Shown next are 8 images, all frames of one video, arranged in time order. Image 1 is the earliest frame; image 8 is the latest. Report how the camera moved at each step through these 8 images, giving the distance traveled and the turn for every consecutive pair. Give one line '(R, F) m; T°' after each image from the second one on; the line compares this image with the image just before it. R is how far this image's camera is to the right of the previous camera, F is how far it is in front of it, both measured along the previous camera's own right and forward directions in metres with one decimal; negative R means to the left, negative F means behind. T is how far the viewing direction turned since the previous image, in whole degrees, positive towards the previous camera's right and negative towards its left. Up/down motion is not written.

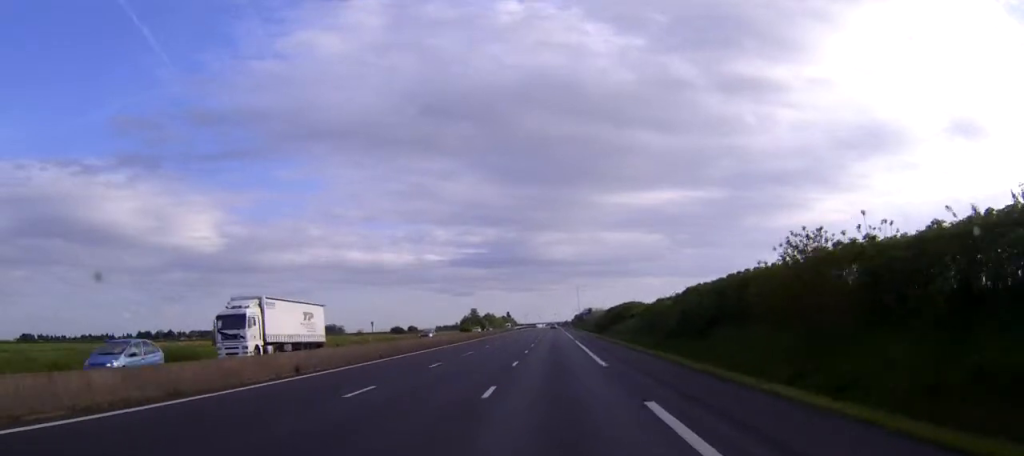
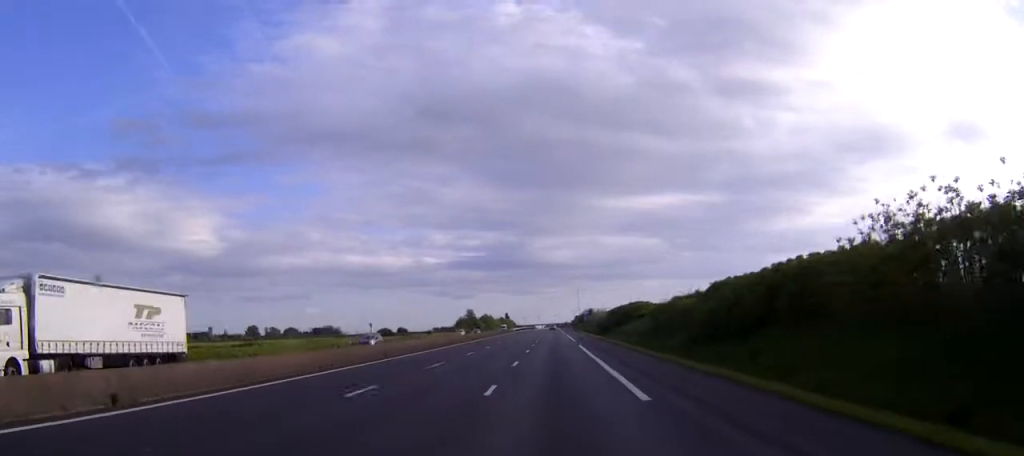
(0.0, +12.7) m; 0°
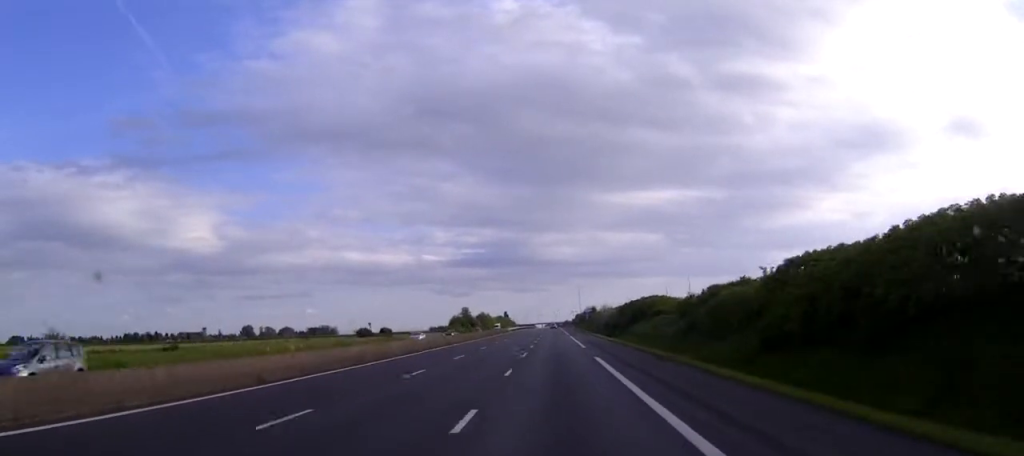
(0.0, +19.2) m; 0°
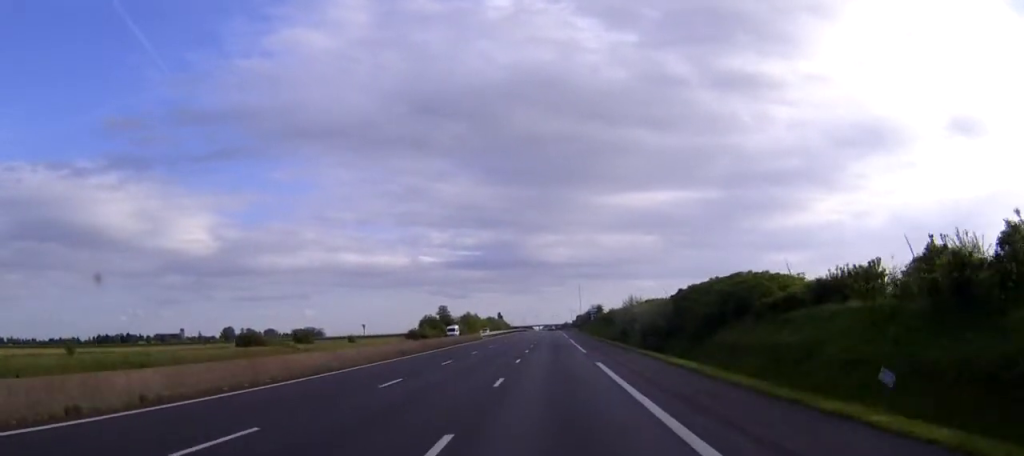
(+0.1, +55.8) m; 0°
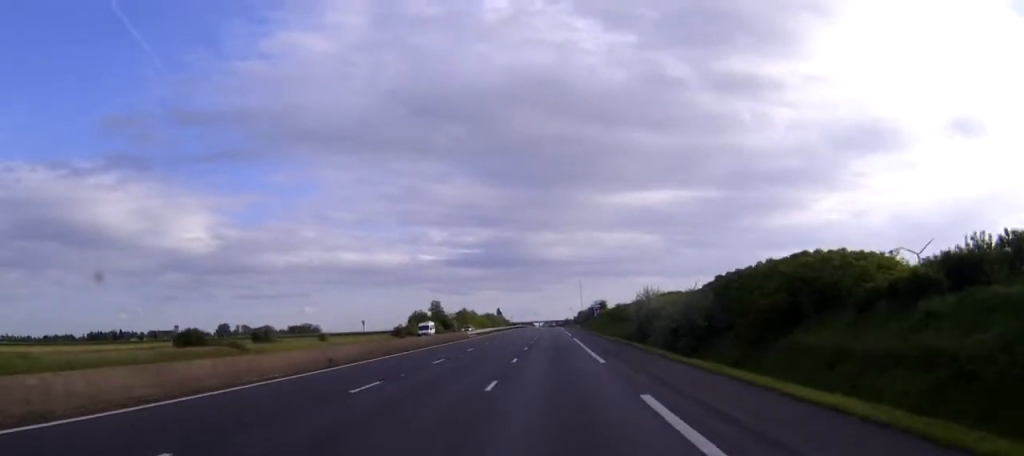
(0.0, +16.4) m; 0°
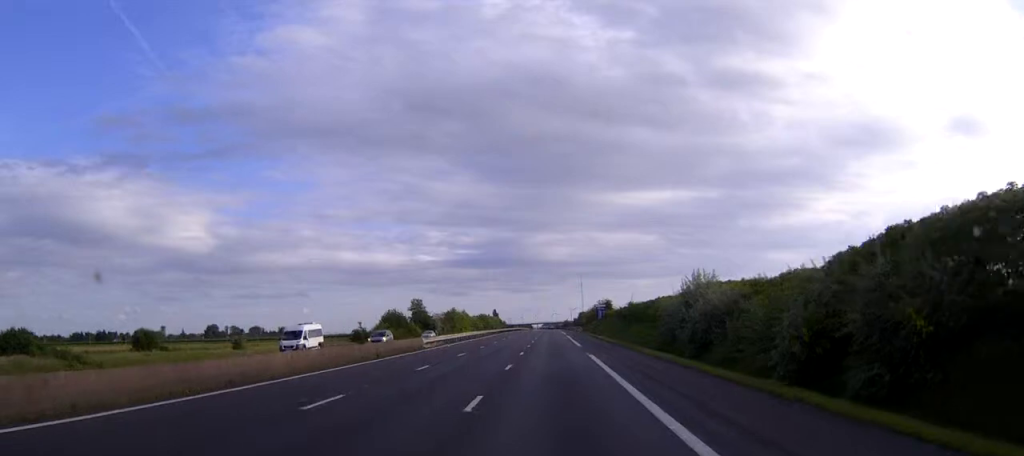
(0.0, +30.0) m; 0°
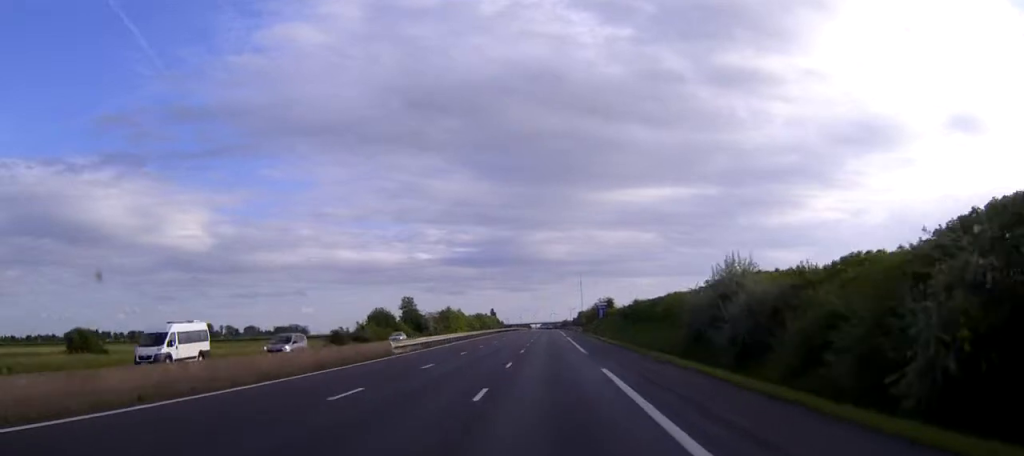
(0.0, +10.9) m; 0°
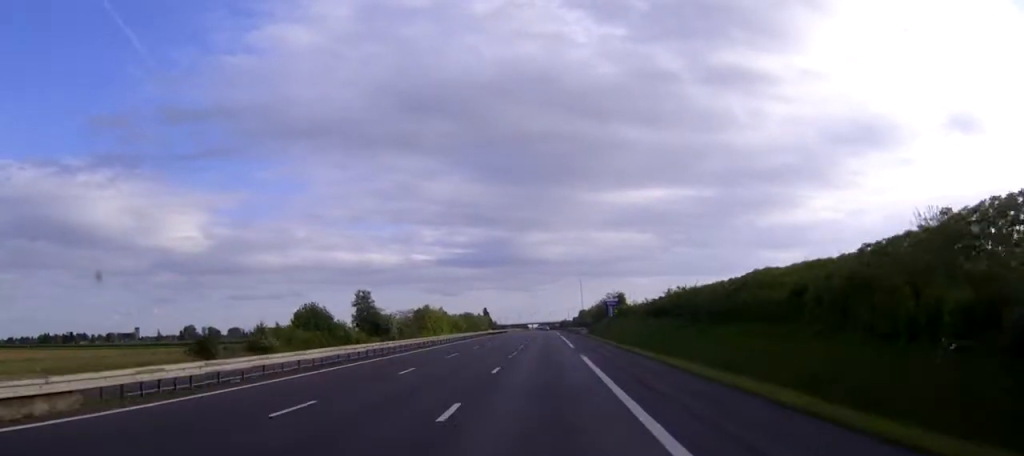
(0.0, +42.7) m; 0°
